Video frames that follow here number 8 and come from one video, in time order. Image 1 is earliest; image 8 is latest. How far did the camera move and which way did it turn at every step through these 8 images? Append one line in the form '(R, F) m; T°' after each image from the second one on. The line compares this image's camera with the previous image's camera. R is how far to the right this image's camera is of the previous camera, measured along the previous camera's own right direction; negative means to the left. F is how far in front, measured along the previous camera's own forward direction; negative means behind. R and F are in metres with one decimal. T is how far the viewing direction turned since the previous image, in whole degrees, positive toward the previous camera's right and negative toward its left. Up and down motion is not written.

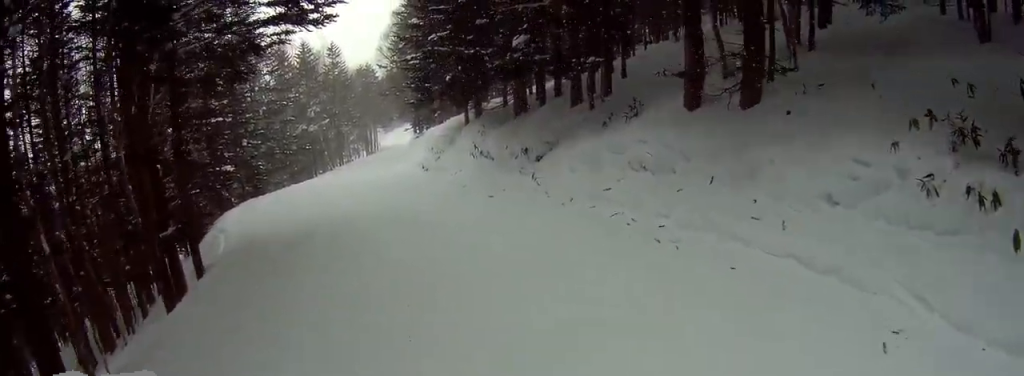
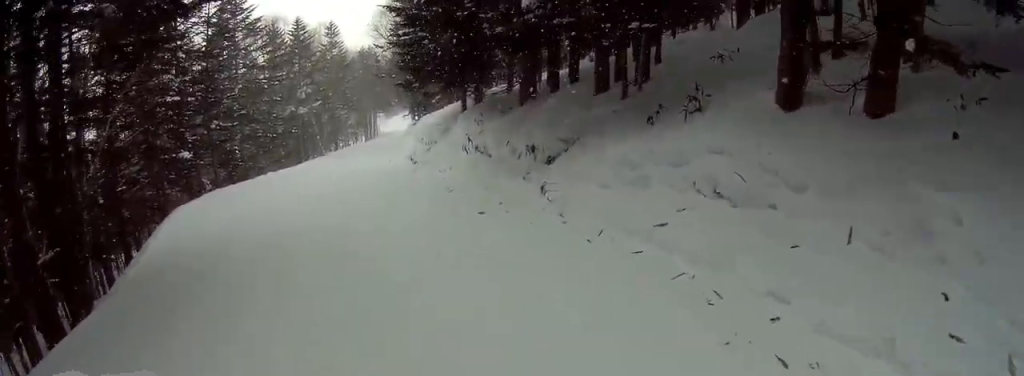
(+0.1, +3.1) m; +2°
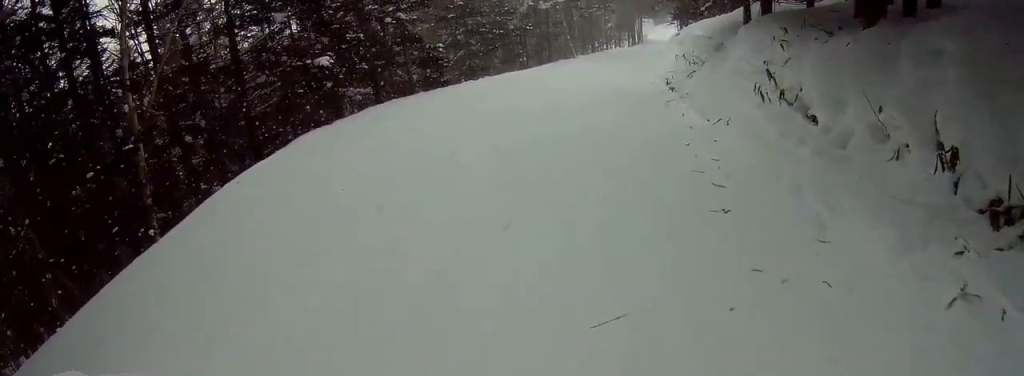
(0.0, +6.2) m; +1°
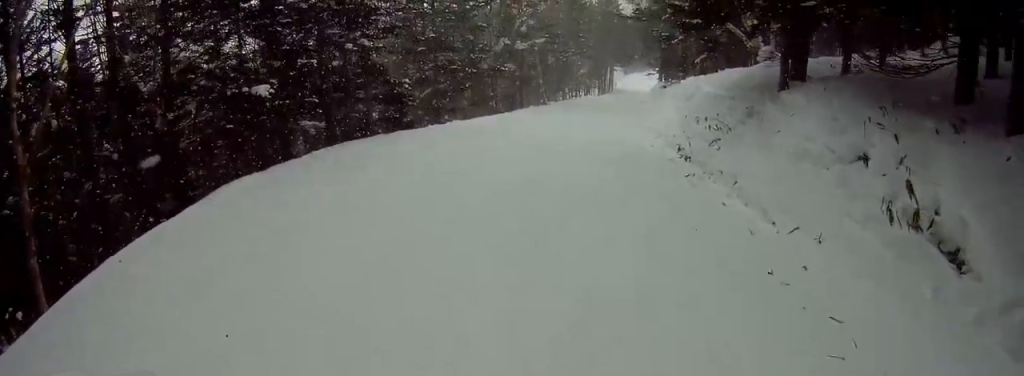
(0.0, +2.7) m; +2°
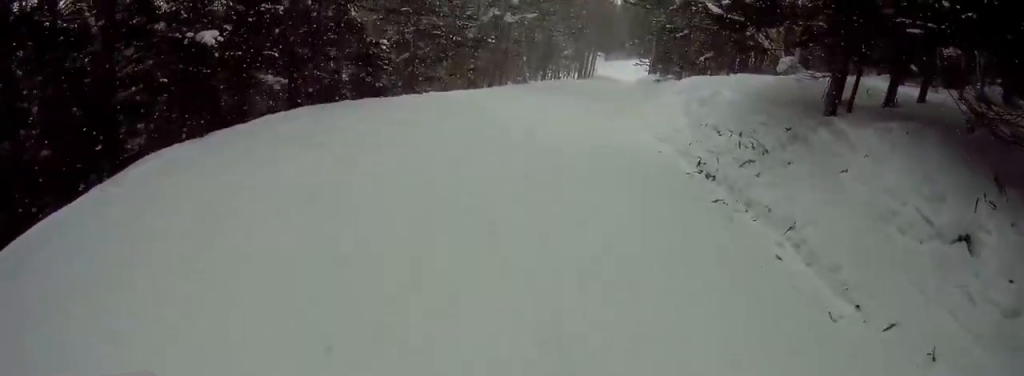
(0.0, +2.0) m; +5°
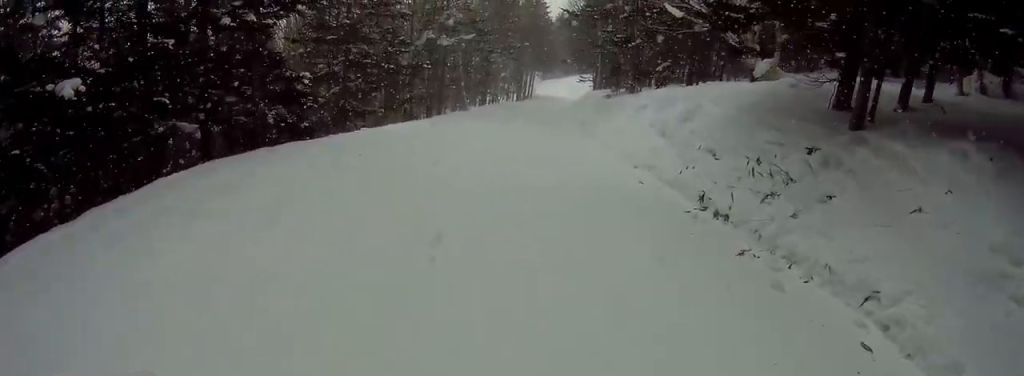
(0.0, +2.3) m; +4°
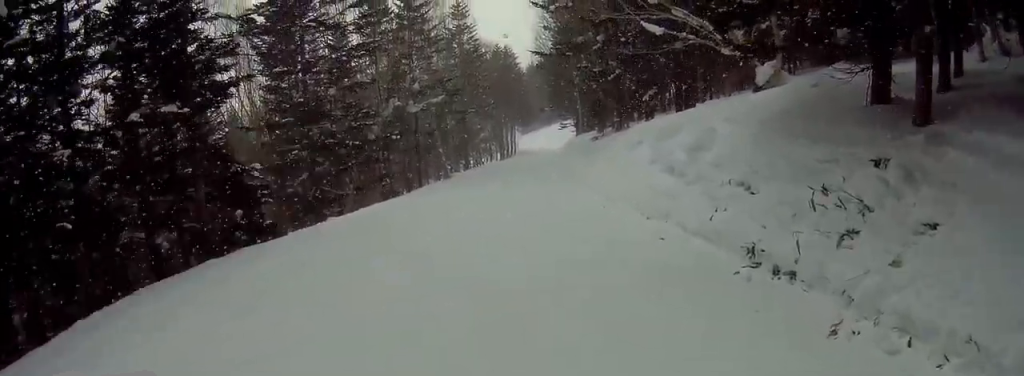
(+0.3, +2.3) m; -1°
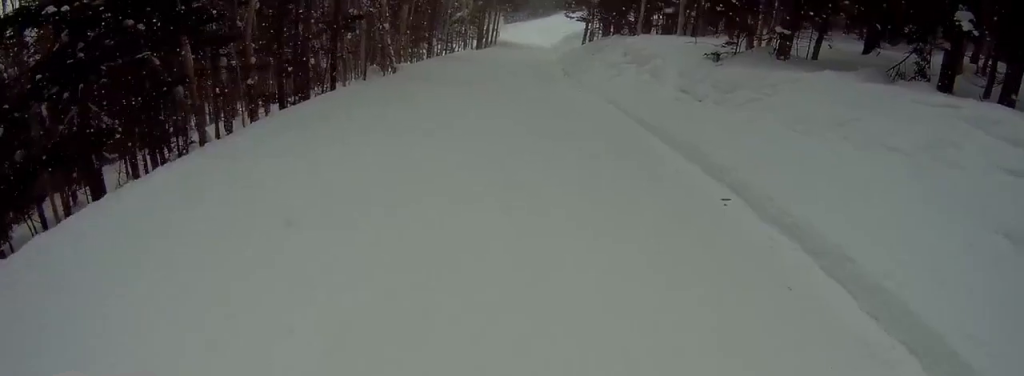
(-1.2, +16.4) m; +6°
